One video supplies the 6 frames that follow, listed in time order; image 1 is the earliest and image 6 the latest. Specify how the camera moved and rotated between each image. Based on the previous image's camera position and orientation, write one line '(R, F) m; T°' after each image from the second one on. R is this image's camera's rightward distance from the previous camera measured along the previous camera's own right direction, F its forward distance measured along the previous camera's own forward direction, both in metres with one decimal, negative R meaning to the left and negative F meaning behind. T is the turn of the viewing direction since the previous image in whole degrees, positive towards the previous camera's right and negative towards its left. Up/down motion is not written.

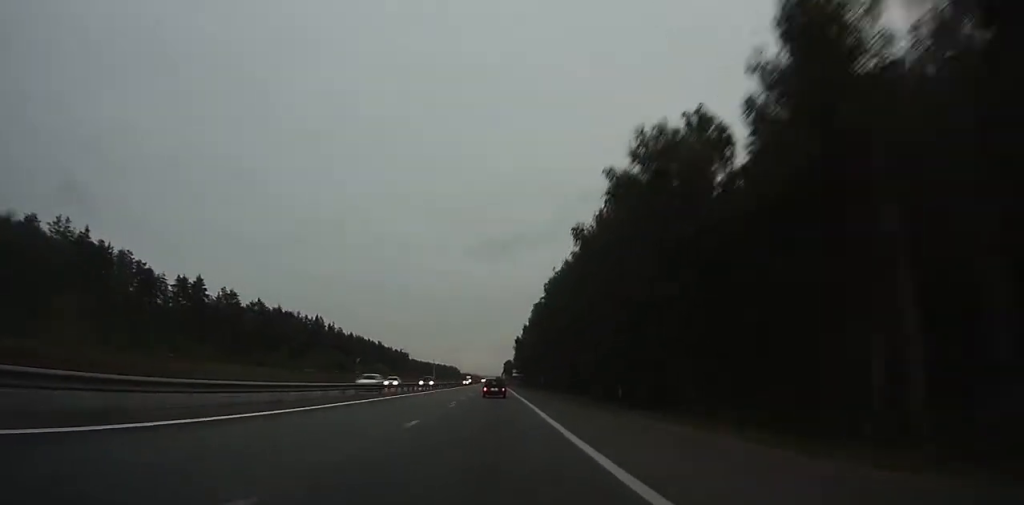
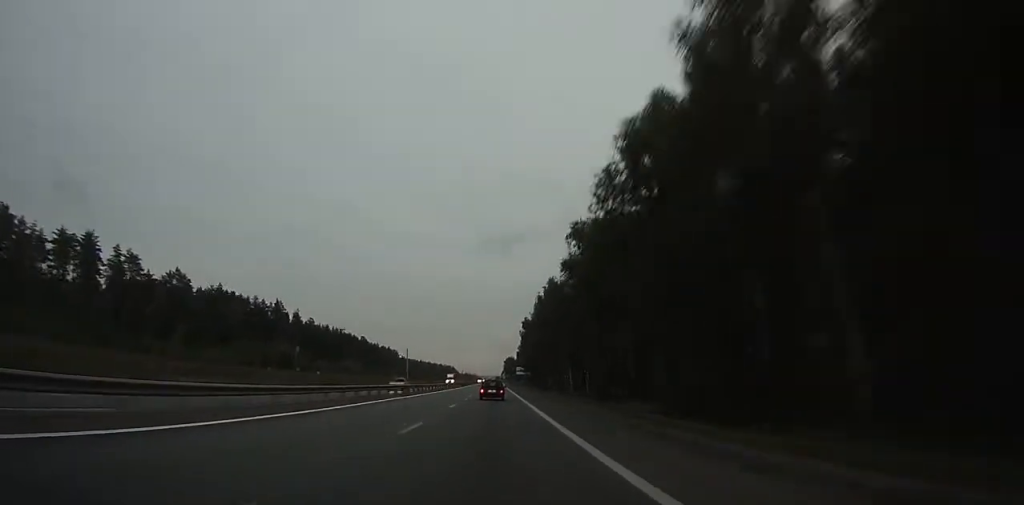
(-0.2, +61.7) m; 0°
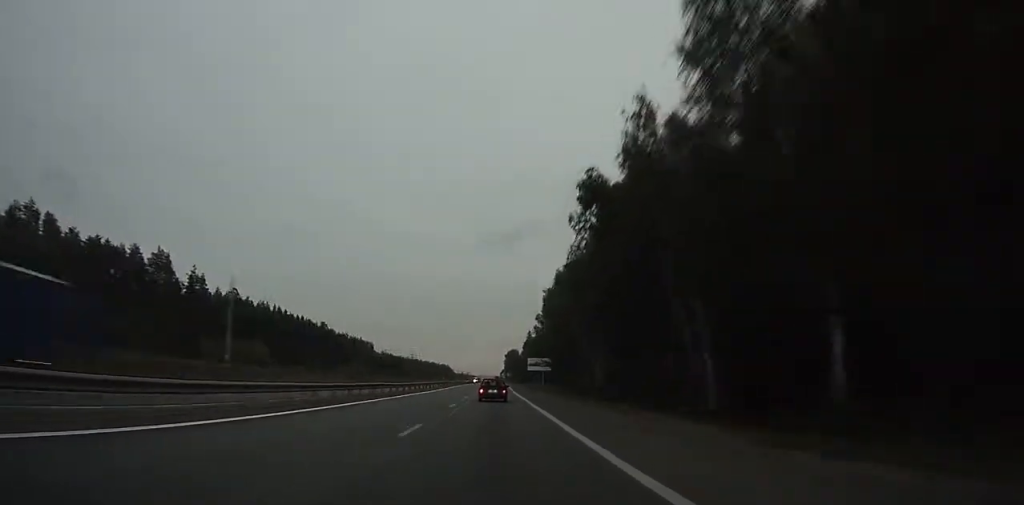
(-0.1, +99.8) m; 0°
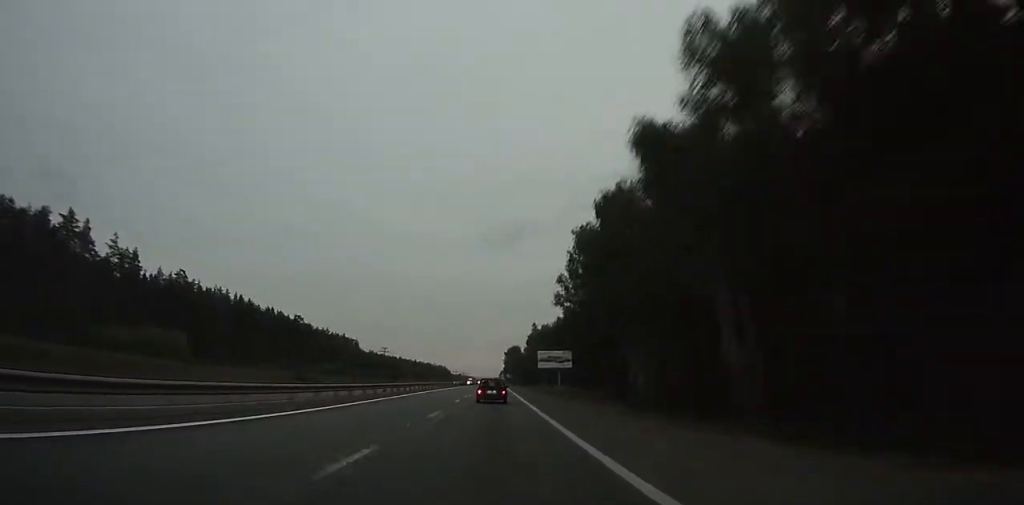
(0.0, +41.2) m; 0°
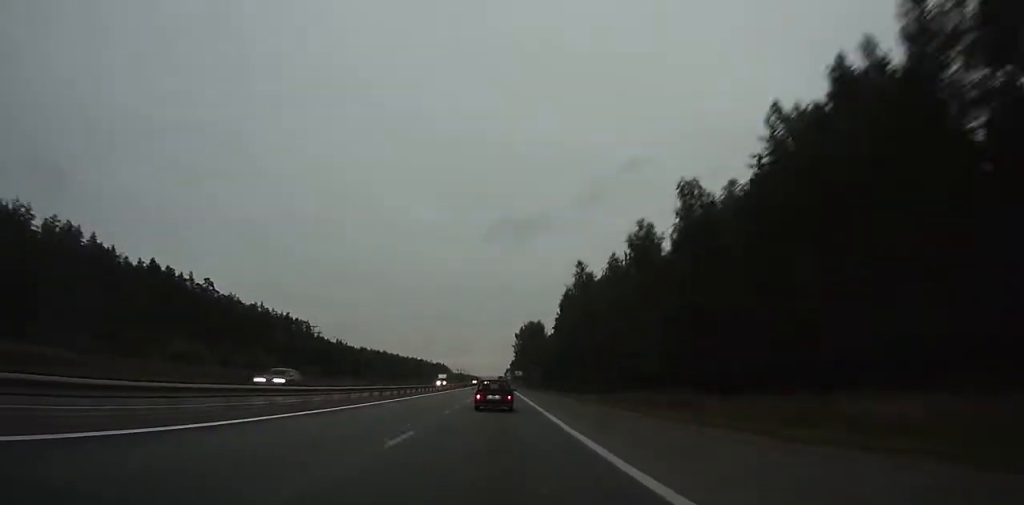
(0.0, +104.7) m; 0°
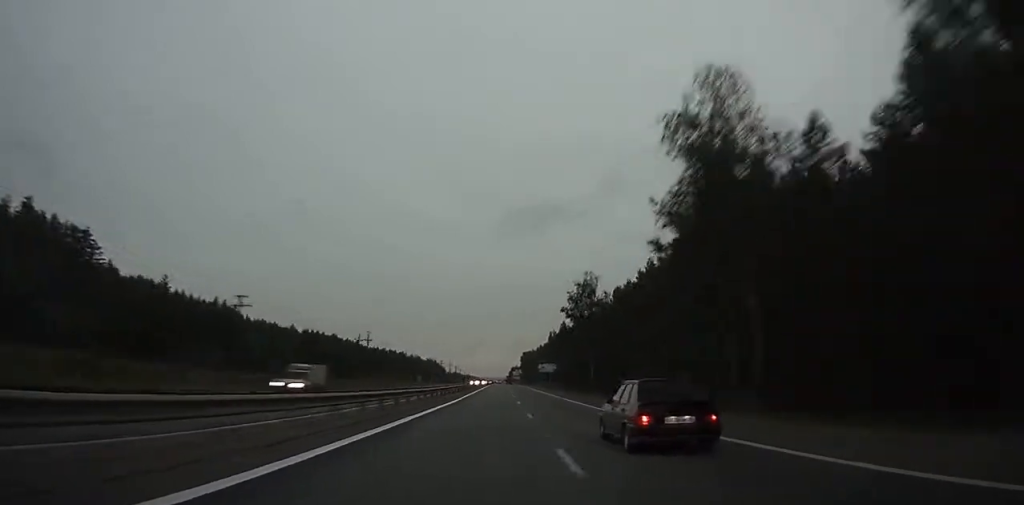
(-2.0, +160.3) m; 0°
